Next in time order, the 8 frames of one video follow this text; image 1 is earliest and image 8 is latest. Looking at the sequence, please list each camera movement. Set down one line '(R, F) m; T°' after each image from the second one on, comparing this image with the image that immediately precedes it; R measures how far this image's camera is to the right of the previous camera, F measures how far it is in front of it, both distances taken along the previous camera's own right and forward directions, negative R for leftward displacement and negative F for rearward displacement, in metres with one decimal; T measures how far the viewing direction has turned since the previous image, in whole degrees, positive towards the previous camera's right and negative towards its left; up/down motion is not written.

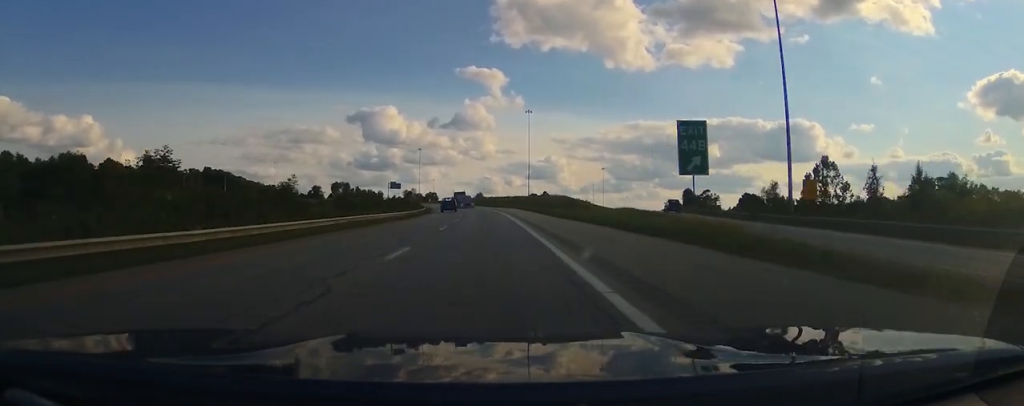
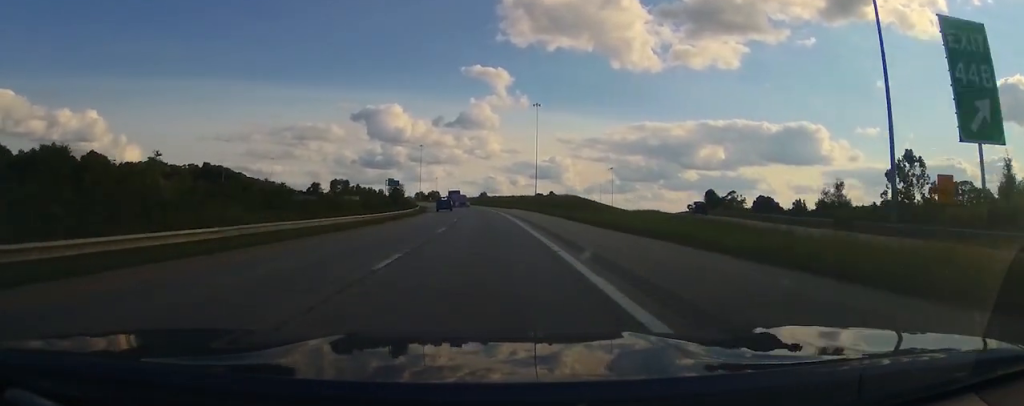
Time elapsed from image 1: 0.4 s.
(-0.1, +14.6) m; 0°
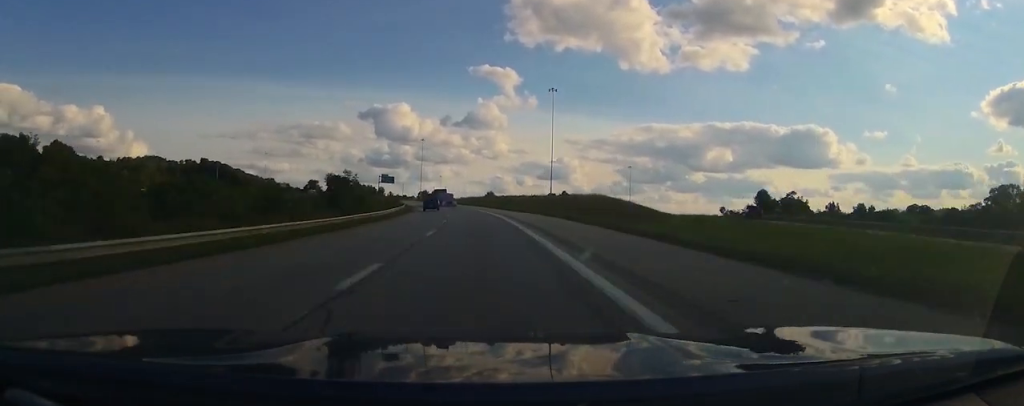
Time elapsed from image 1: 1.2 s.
(0.0, +26.9) m; -1°
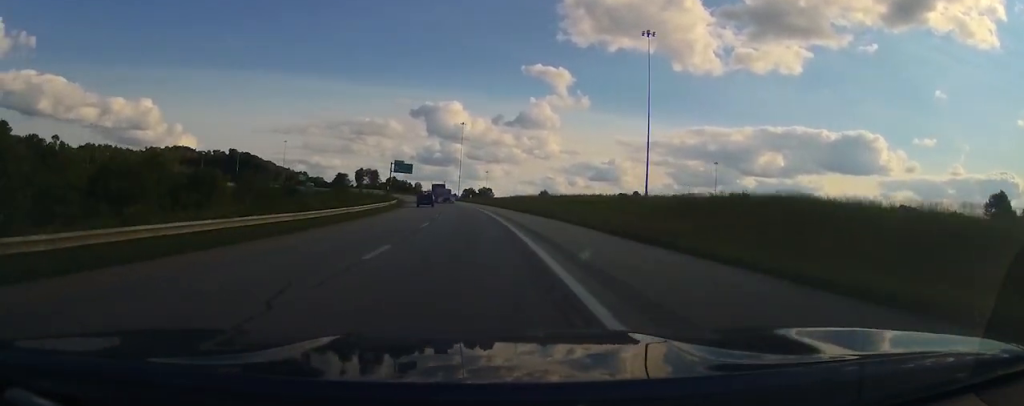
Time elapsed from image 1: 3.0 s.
(-1.9, +57.4) m; -5°
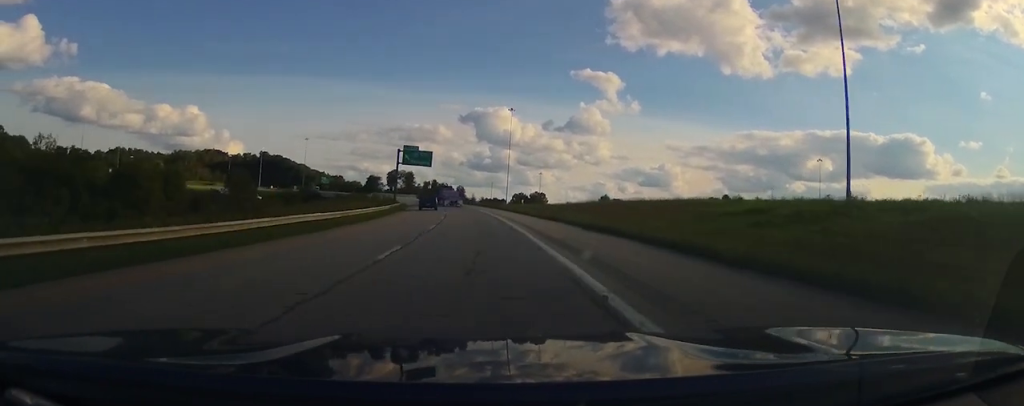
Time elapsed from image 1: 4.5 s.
(-2.6, +49.3) m; -6°
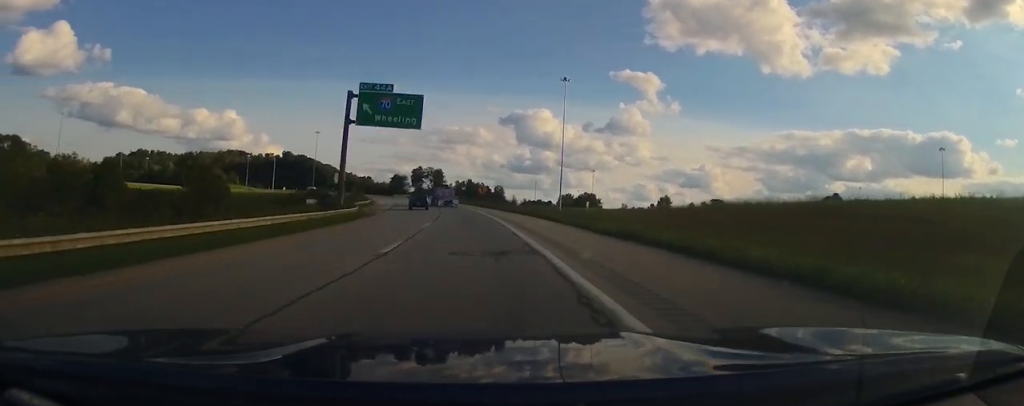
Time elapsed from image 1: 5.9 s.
(-1.6, +48.3) m; -3°
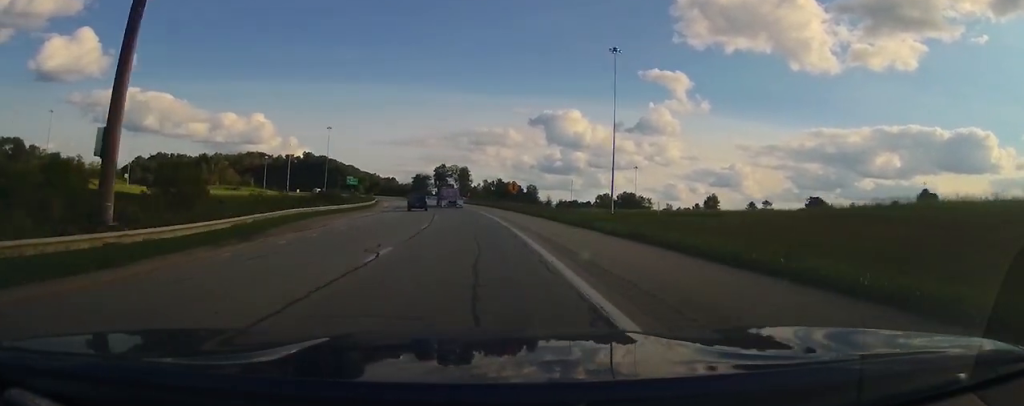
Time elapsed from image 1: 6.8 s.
(-0.4, +27.2) m; -4°
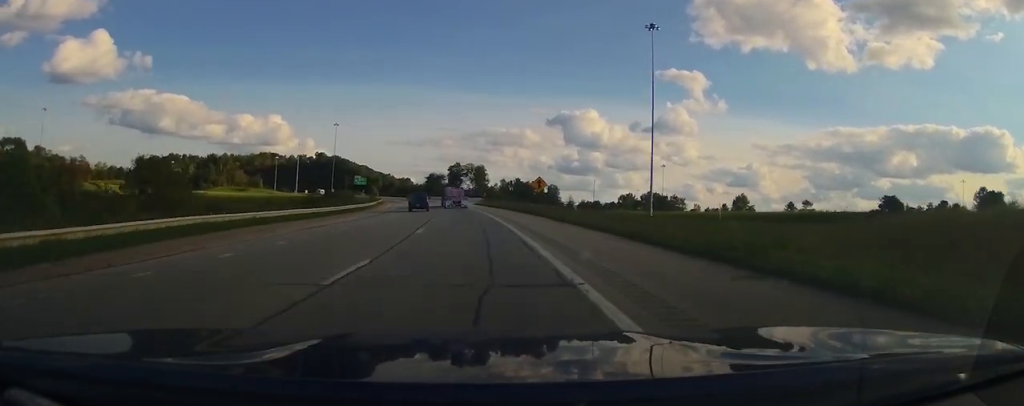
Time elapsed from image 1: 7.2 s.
(-0.4, +15.2) m; -3°
